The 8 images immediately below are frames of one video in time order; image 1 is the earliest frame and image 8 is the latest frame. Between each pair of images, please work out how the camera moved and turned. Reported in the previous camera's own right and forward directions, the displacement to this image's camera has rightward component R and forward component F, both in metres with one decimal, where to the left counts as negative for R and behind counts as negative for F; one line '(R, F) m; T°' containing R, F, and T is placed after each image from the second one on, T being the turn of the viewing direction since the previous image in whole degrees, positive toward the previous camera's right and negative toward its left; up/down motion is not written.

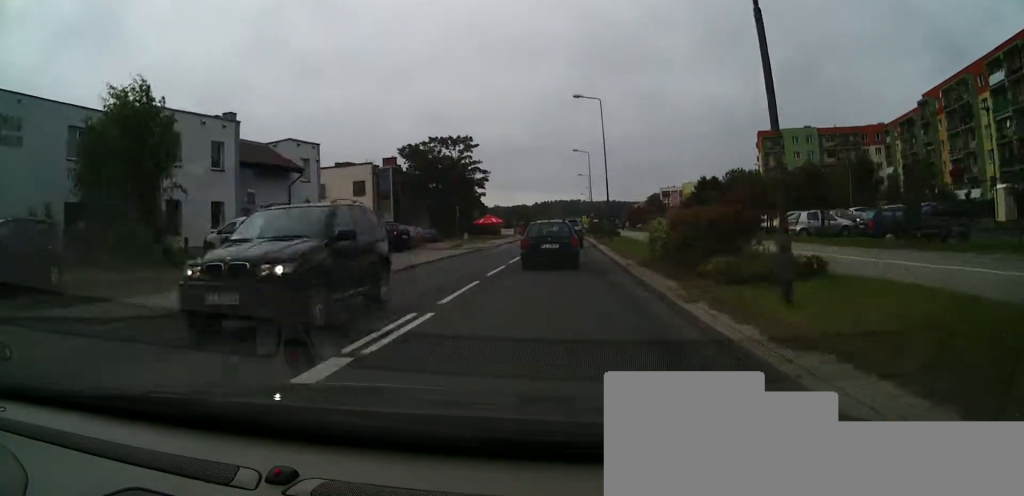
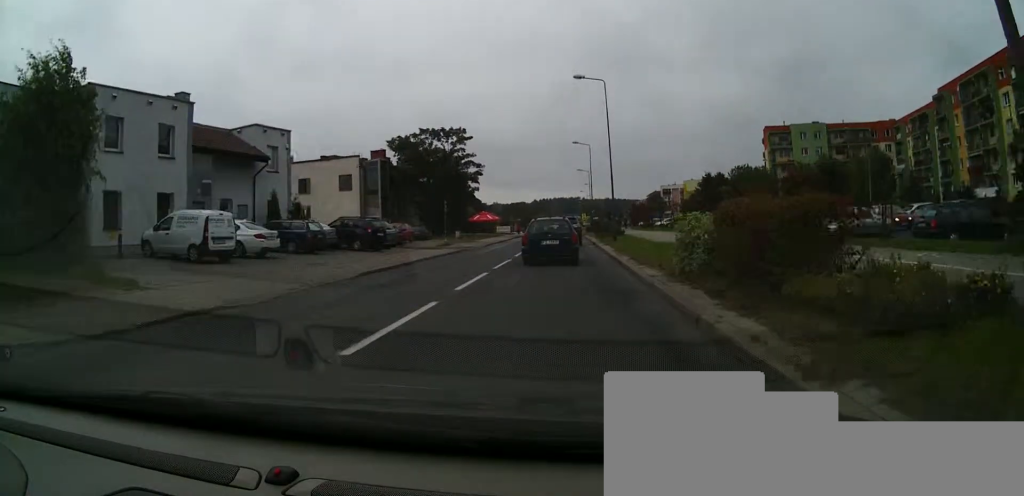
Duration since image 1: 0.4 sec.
(-0.2, +4.6) m; 0°
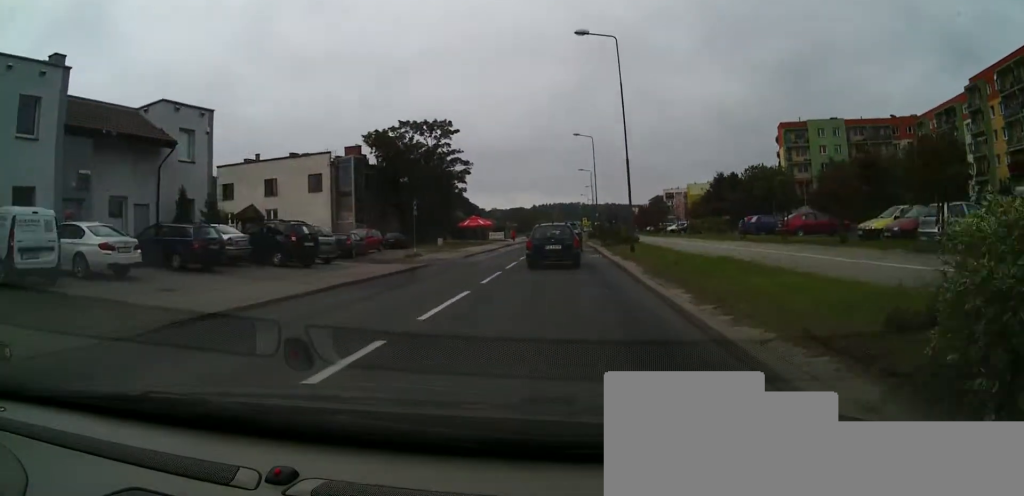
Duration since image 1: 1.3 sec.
(+0.1, +9.0) m; +1°
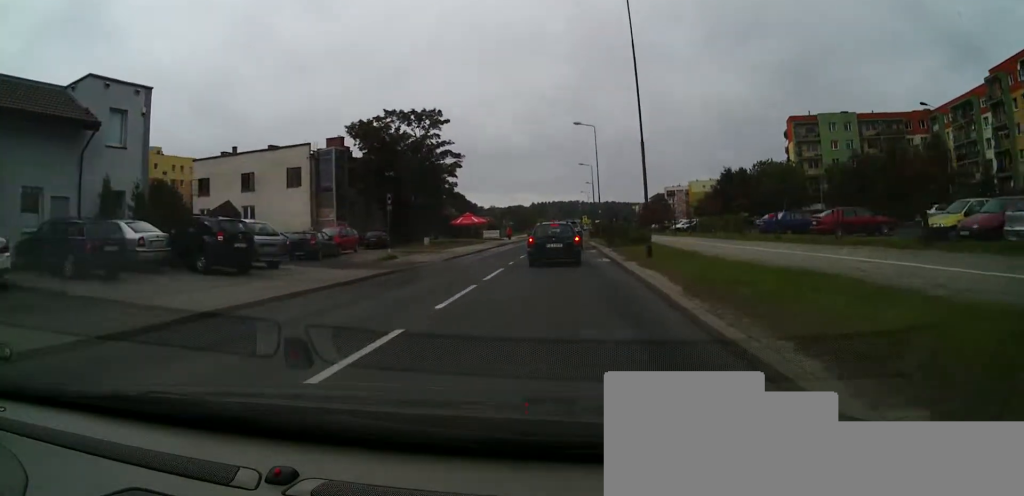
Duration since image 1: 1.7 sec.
(+0.2, +5.1) m; +1°
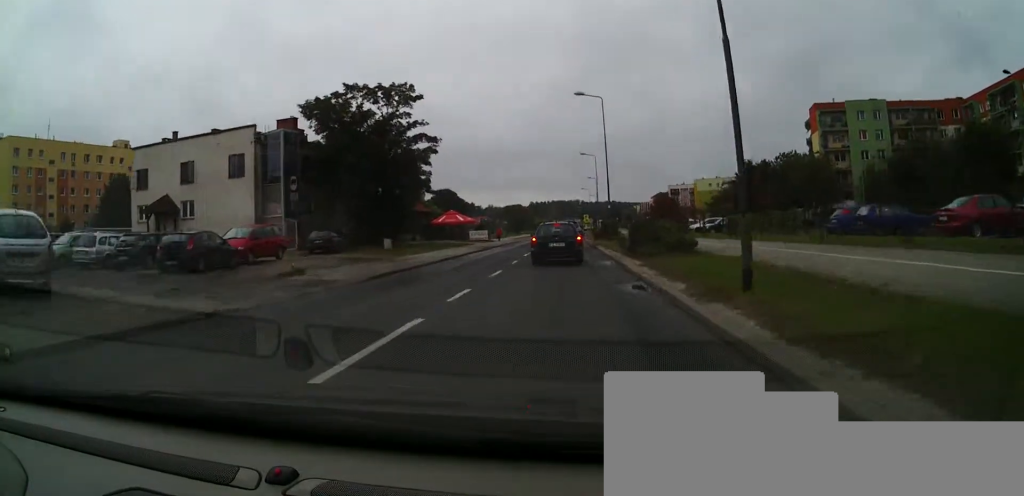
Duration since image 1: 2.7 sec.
(-0.2, +11.0) m; -1°
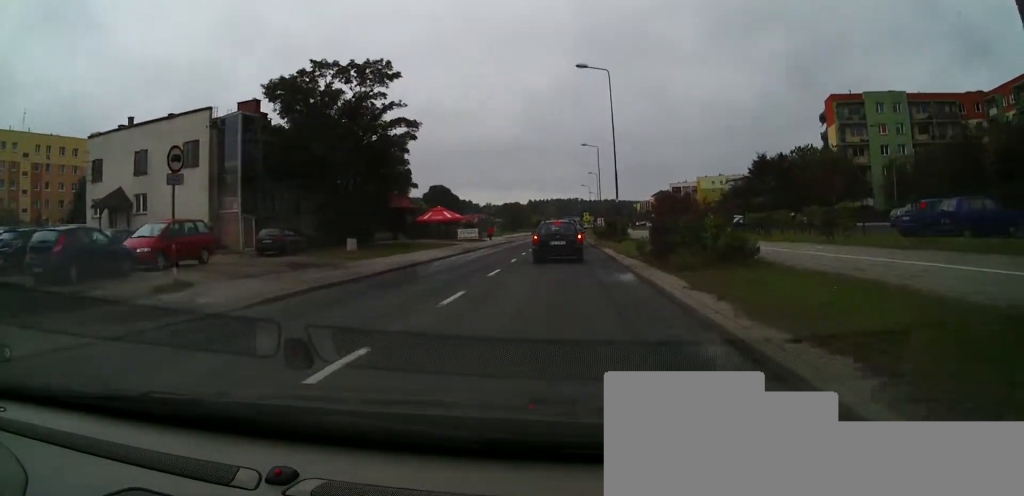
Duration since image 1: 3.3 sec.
(0.0, +6.6) m; 0°
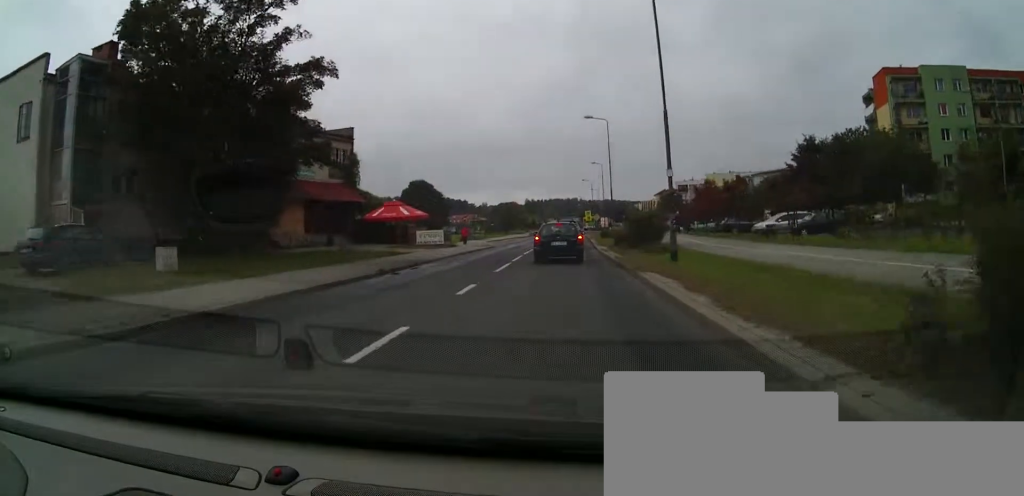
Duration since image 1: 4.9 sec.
(-0.1, +16.9) m; -1°
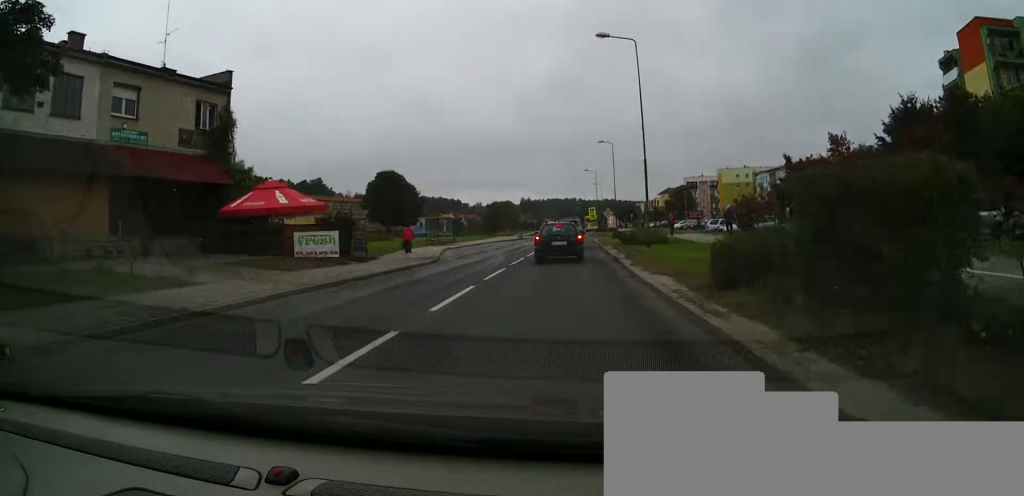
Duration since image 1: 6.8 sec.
(+0.3, +21.2) m; +3°
